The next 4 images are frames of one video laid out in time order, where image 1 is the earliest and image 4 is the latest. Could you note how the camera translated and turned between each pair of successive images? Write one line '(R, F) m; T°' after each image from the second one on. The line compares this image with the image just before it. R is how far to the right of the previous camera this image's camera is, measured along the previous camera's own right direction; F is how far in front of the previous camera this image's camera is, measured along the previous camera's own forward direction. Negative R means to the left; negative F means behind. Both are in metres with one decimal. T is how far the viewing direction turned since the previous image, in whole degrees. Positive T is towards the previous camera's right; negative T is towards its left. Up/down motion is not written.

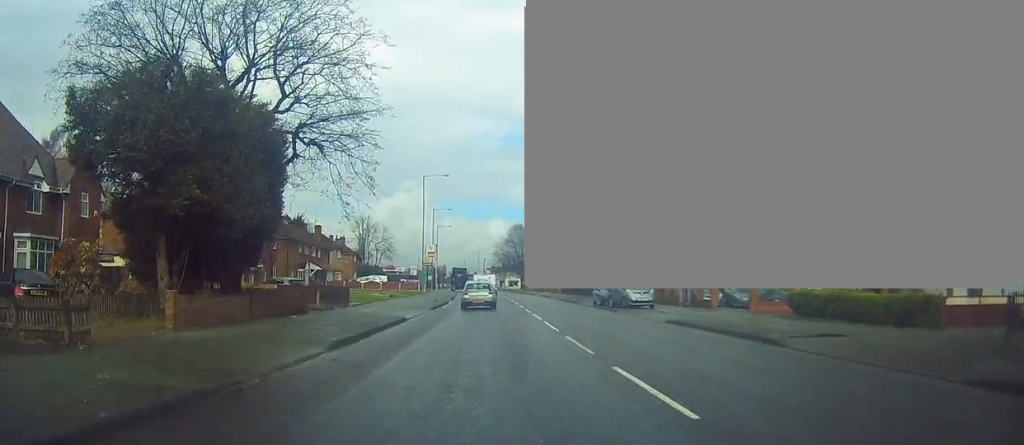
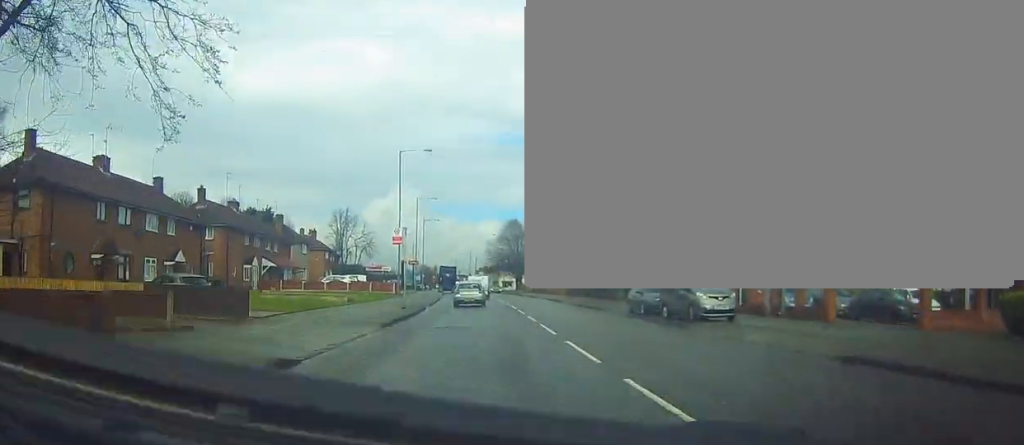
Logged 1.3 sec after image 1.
(-0.6, +13.3) m; -3°
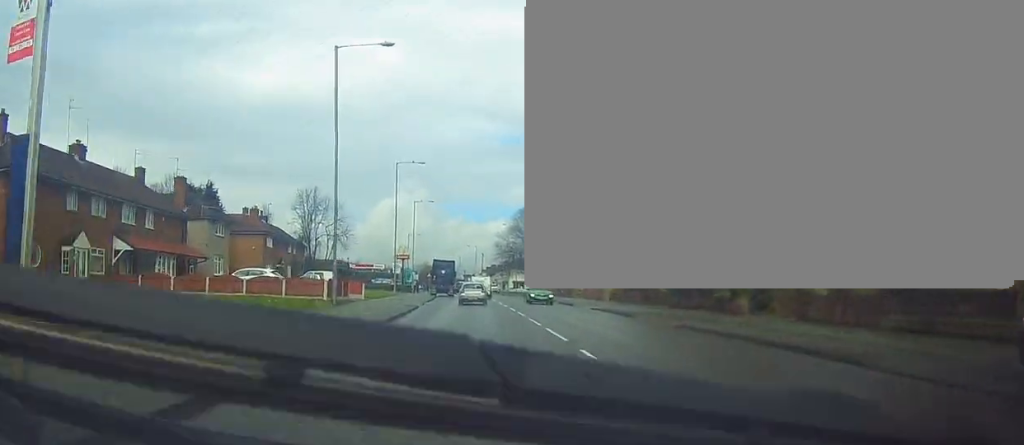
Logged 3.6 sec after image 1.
(+0.1, +25.7) m; +1°
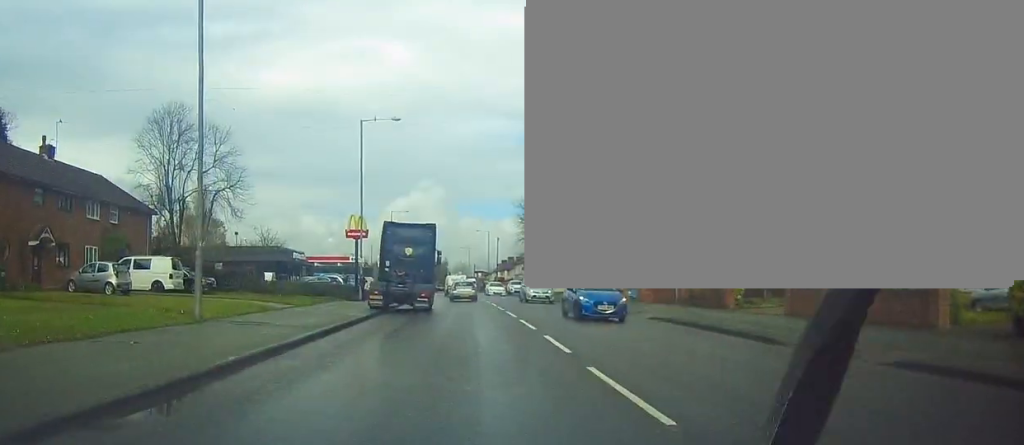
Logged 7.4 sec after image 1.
(-0.8, +44.1) m; -1°
